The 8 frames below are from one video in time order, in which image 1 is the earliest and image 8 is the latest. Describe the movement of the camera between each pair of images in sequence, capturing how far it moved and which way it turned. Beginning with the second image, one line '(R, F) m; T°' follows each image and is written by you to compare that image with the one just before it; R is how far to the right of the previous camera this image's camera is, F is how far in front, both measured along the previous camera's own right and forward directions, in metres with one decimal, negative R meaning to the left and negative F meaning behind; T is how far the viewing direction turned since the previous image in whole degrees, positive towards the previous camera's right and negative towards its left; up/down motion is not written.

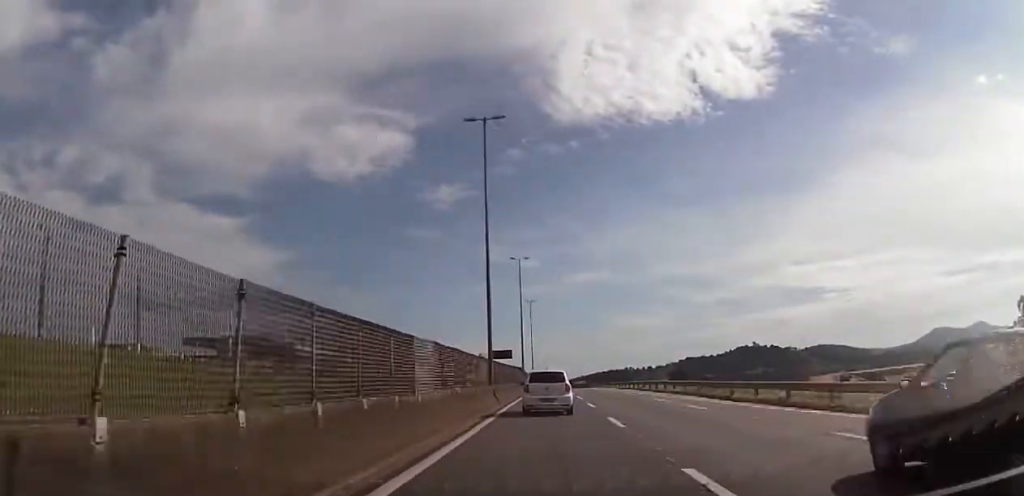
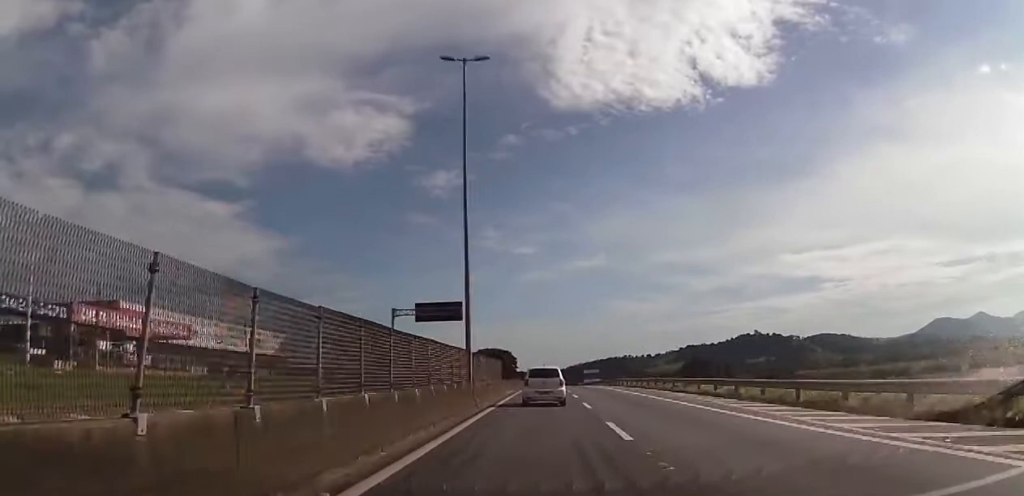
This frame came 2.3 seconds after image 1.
(+0.4, +85.8) m; 0°
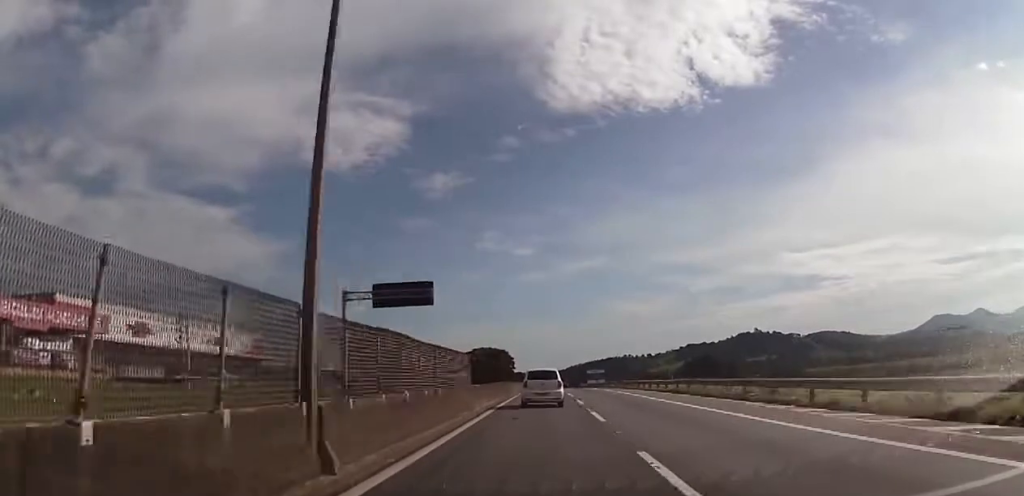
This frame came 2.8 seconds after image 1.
(0.0, +17.4) m; 0°
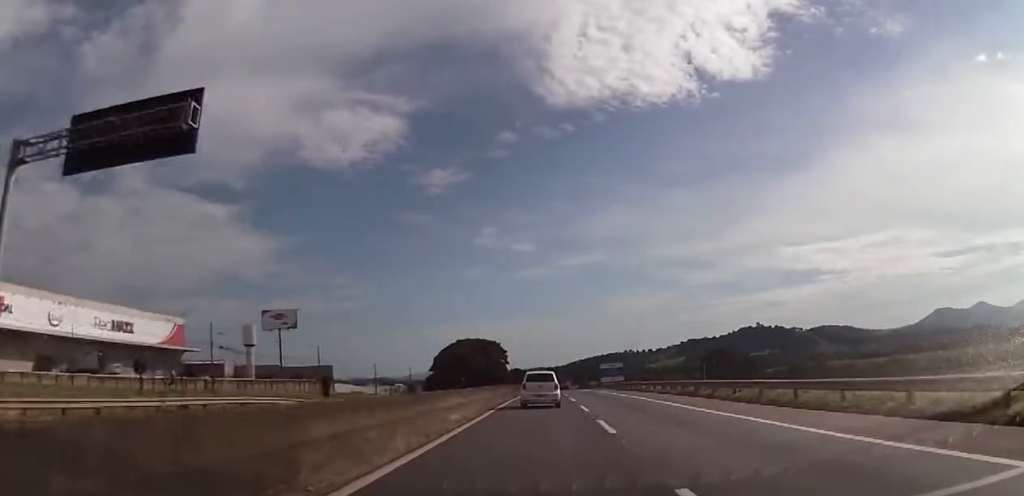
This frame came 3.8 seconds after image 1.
(+0.1, +38.7) m; 0°
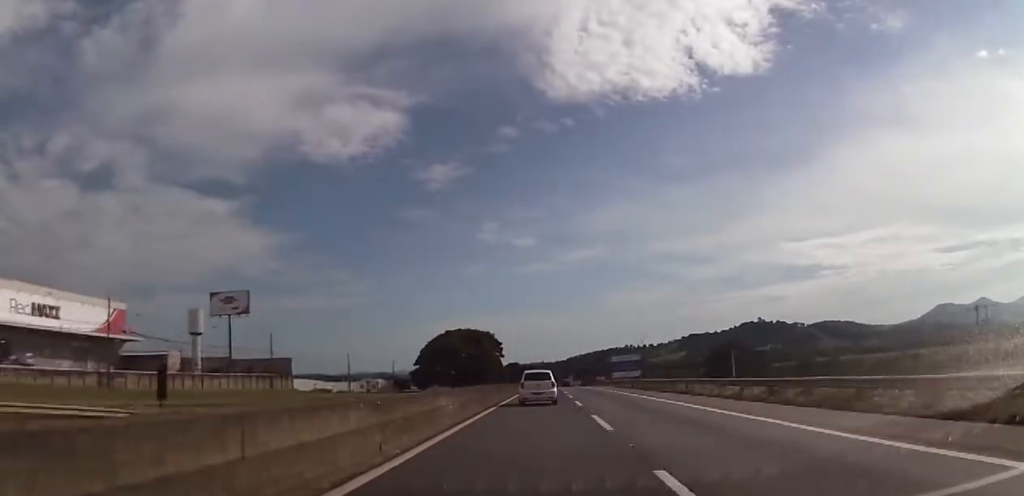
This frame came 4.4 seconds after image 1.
(0.0, +21.3) m; 0°
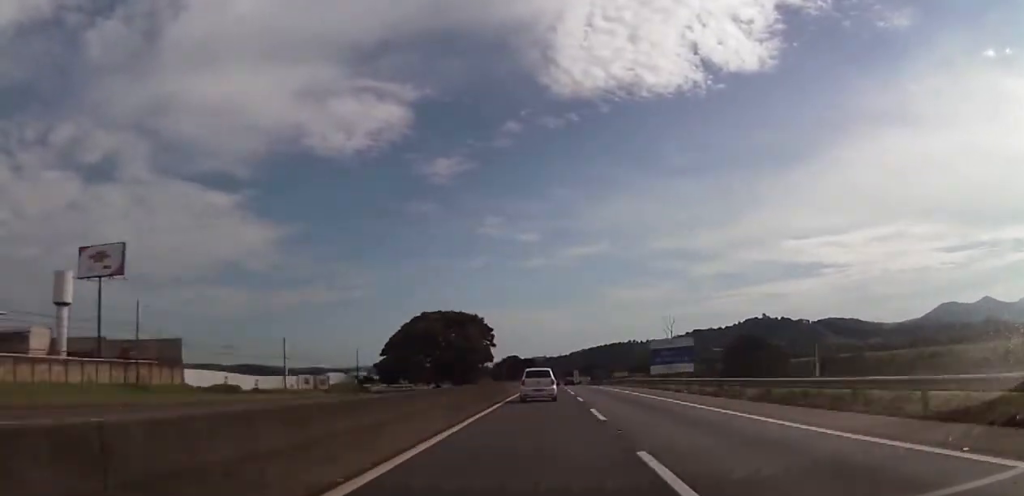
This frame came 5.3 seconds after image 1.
(0.0, +35.2) m; 0°
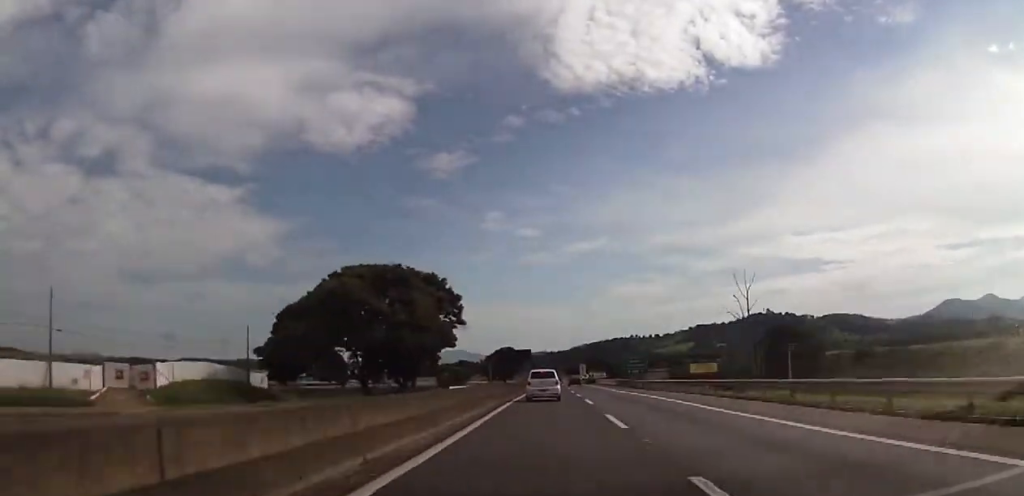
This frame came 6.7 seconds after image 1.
(-0.3, +53.3) m; 0°
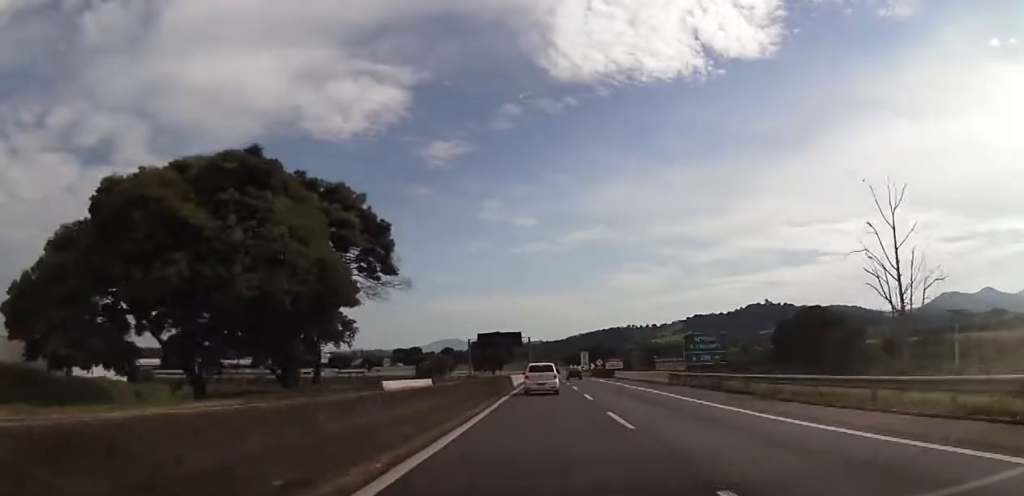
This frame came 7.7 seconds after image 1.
(+0.2, +39.6) m; 0°
